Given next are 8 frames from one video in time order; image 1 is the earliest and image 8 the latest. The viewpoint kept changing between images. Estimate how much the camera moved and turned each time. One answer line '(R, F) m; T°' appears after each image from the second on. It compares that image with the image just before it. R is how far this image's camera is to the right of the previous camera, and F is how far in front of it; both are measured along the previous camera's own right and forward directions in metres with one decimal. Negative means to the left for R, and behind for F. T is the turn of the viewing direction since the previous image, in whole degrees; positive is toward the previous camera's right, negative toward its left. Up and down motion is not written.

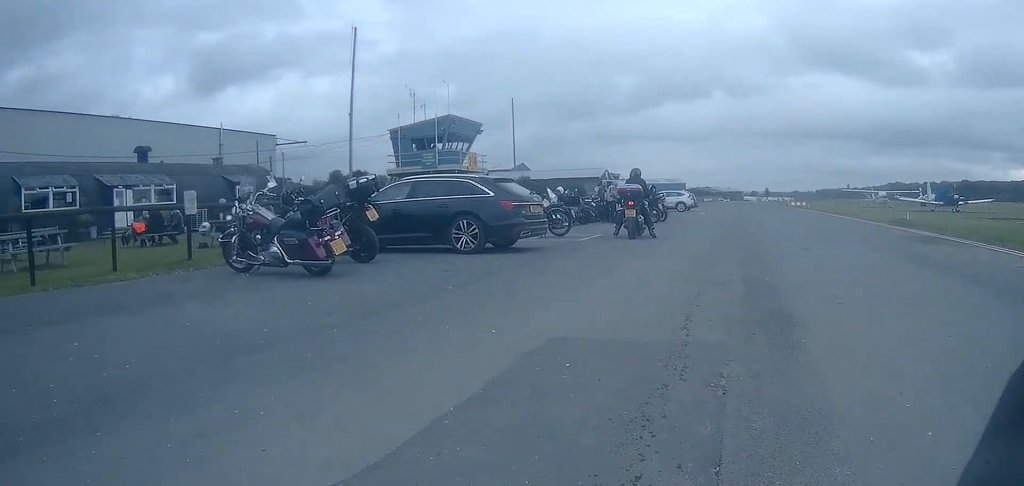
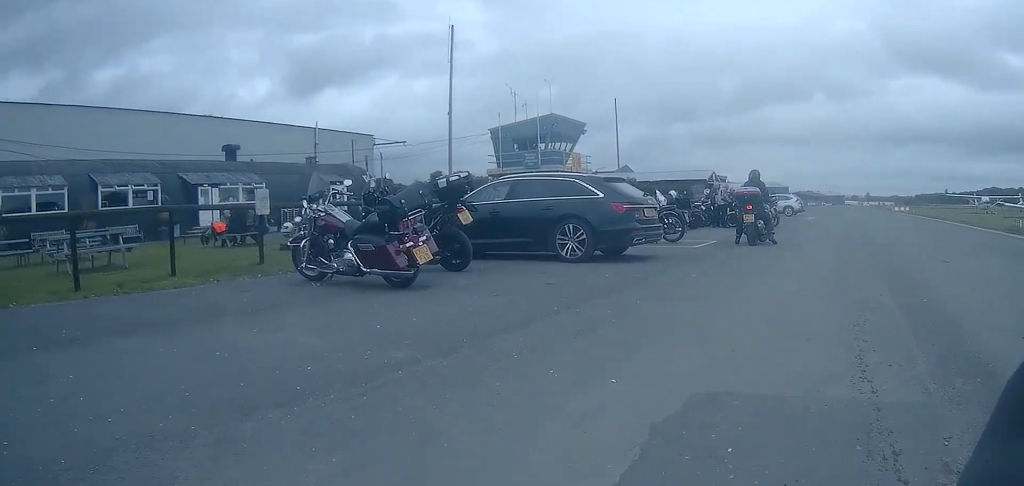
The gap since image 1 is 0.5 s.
(0.0, +1.2) m; -7°
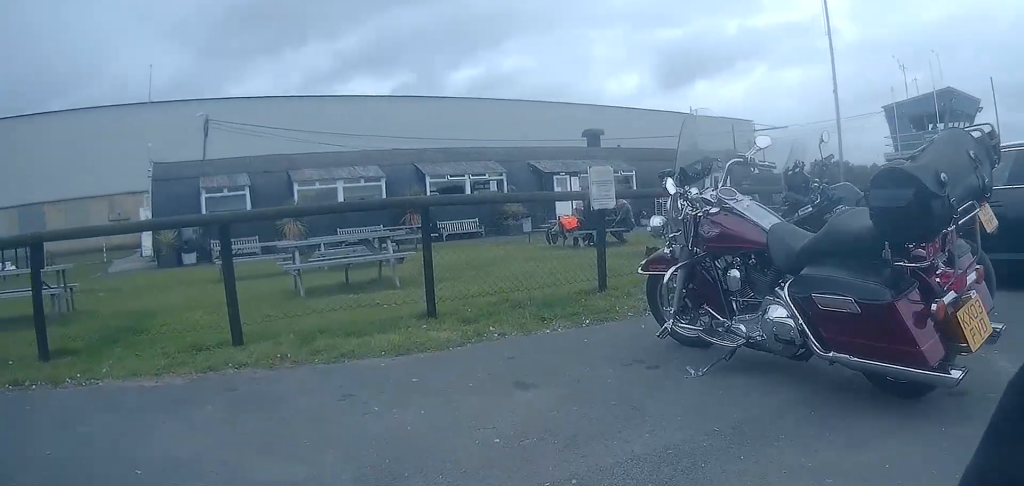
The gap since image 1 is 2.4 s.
(-1.4, +3.7) m; -45°
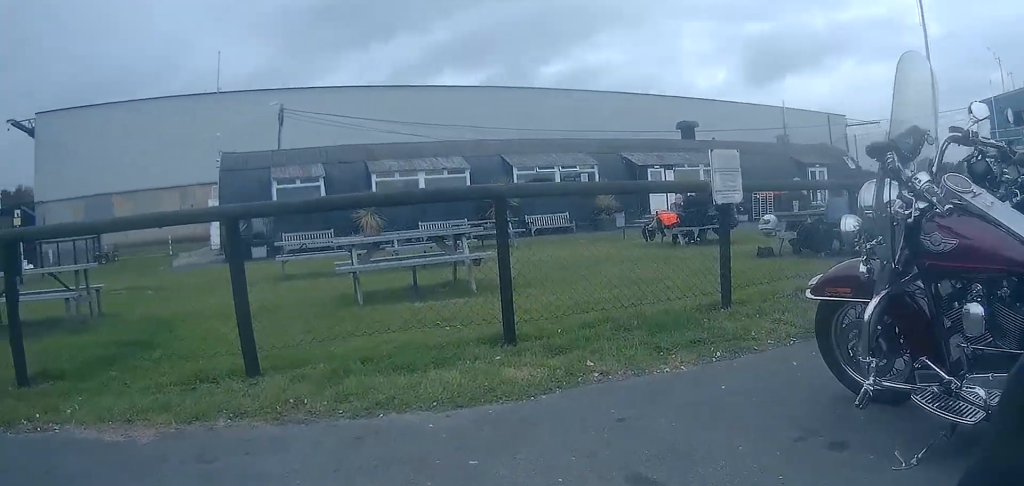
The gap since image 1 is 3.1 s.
(-0.2, +1.1) m; -14°
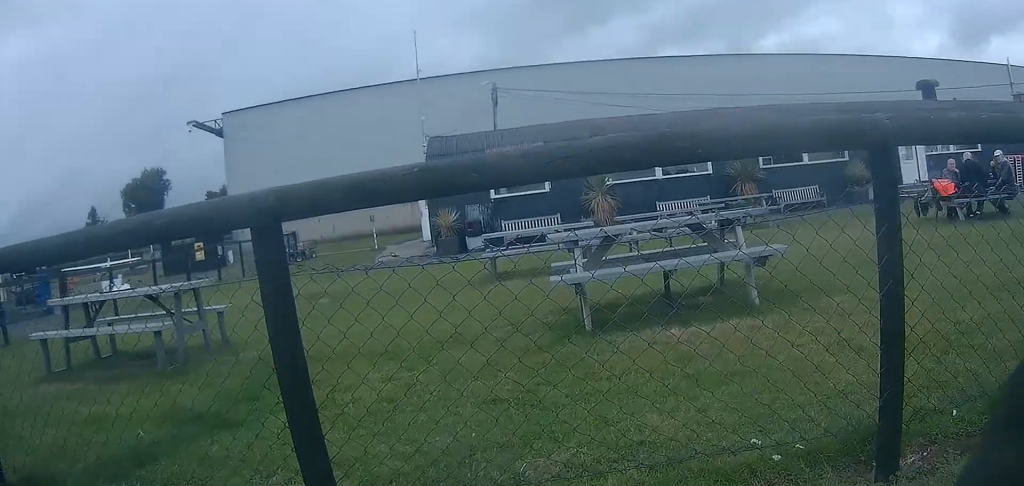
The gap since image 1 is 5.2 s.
(-0.3, +2.2) m; -3°
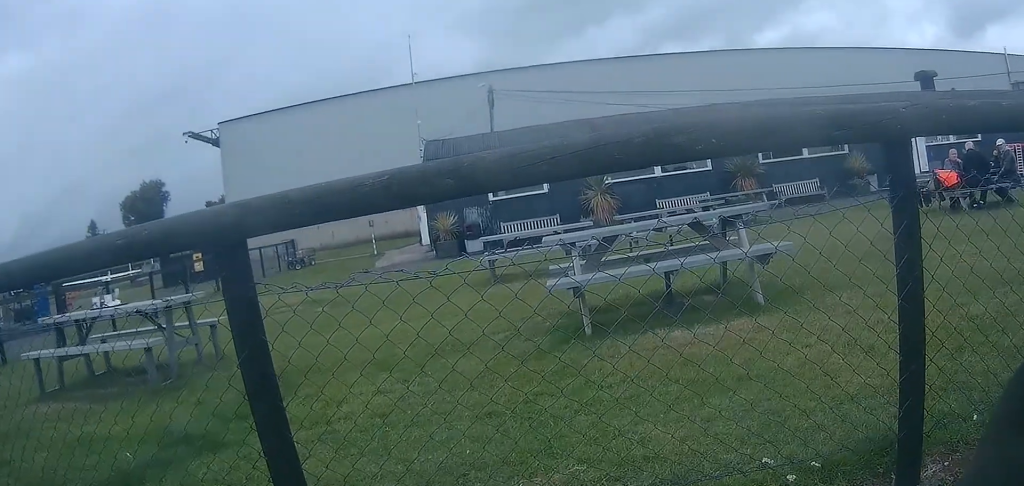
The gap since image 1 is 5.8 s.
(0.0, +0.4) m; 0°
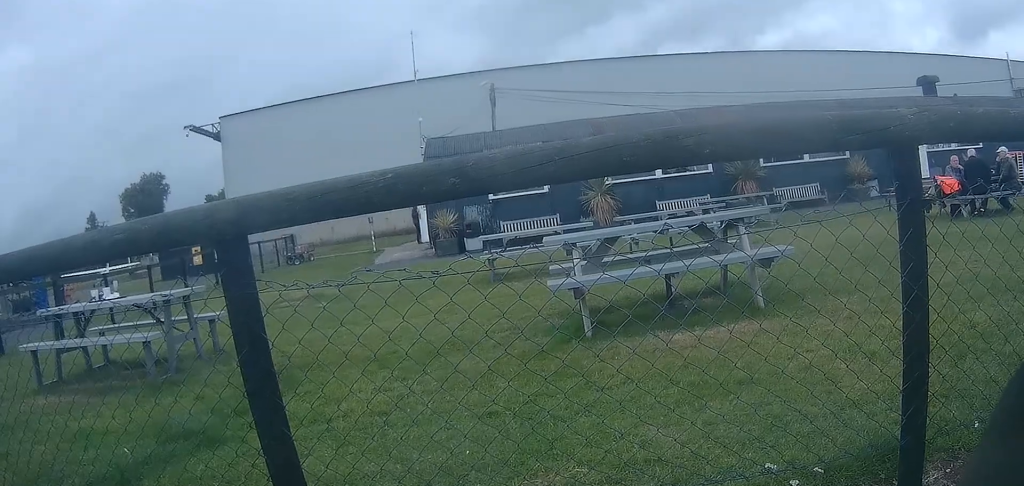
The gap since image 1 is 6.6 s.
(+0.1, +0.3) m; 0°
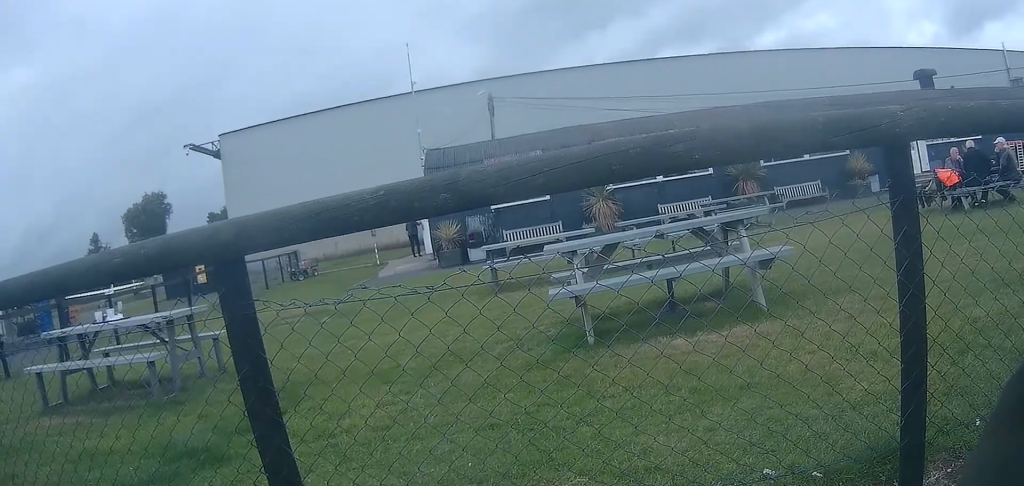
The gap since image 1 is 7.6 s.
(+0.3, 0.0) m; 0°
